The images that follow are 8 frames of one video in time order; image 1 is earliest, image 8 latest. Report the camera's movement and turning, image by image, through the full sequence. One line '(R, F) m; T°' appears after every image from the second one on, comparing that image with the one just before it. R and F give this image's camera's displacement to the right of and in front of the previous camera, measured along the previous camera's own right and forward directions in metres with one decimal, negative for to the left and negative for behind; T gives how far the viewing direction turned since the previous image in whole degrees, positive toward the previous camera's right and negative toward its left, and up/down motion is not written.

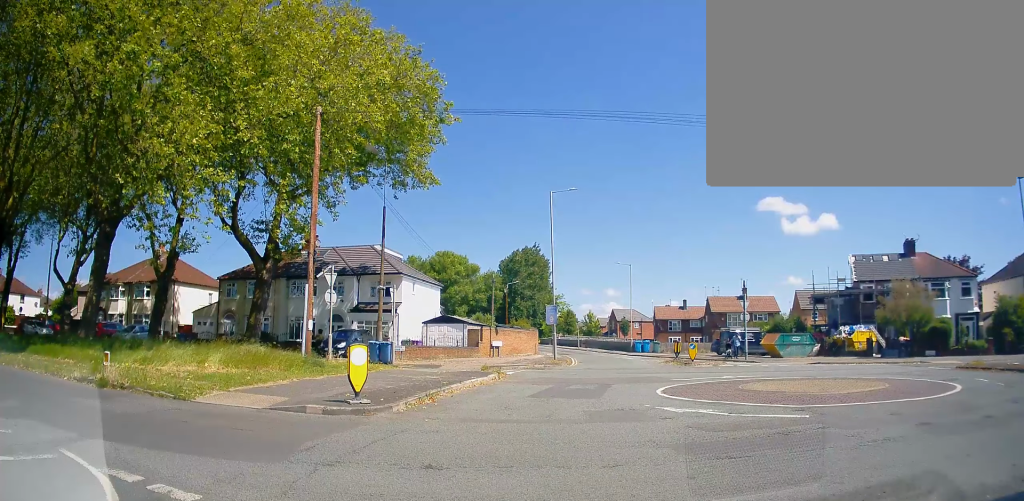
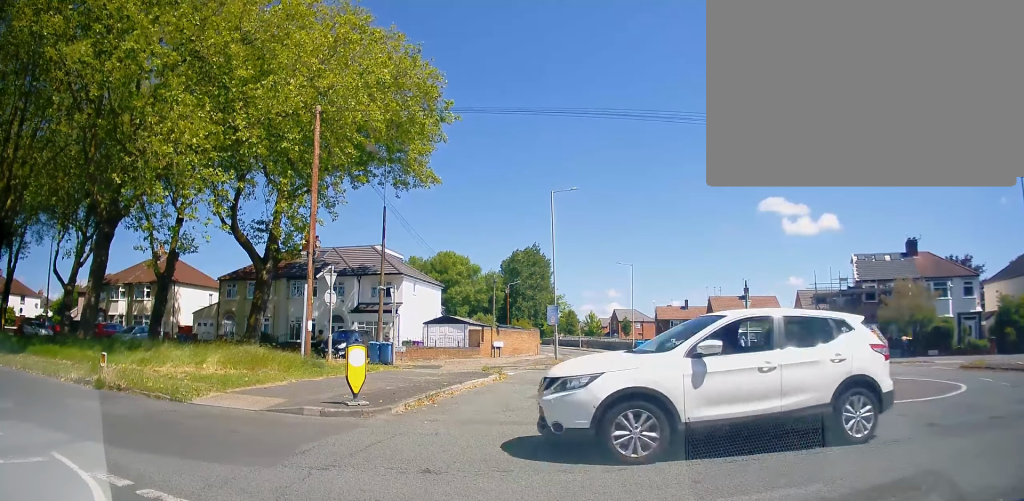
(0.0, 0.0) m; 0°
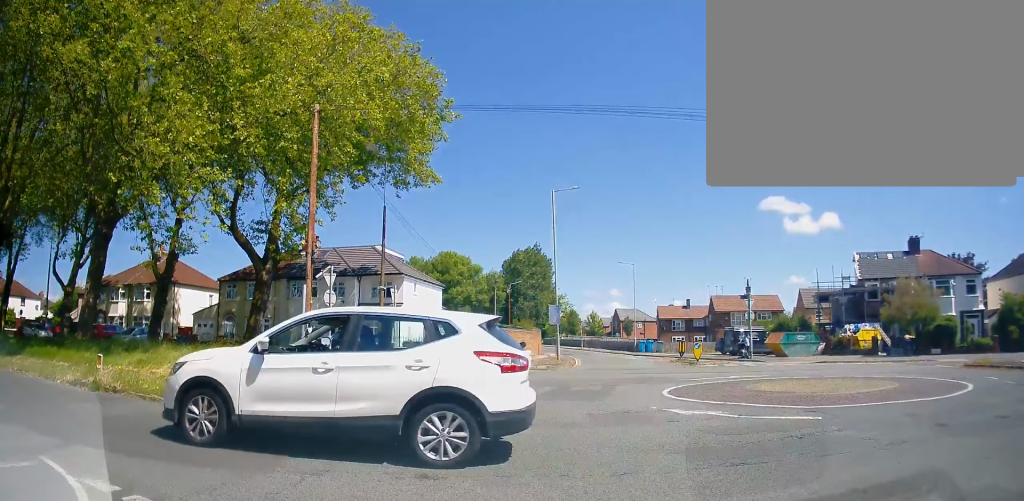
(0.0, +0.1) m; 0°
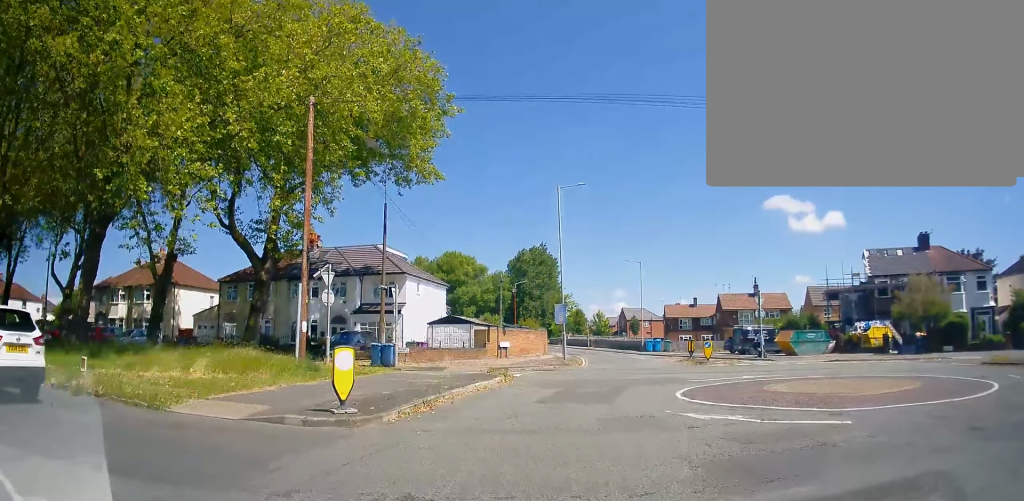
(-0.2, +0.3) m; 0°
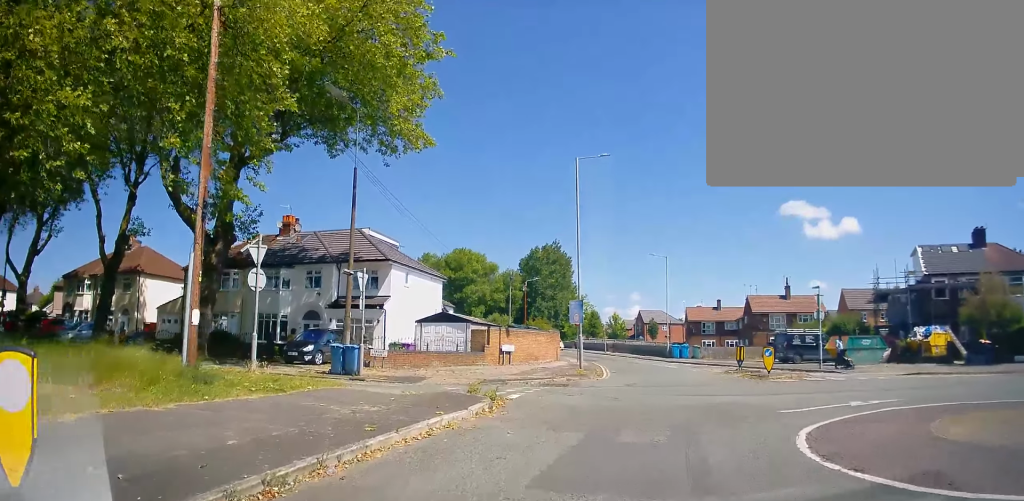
(-0.7, +4.9) m; +2°
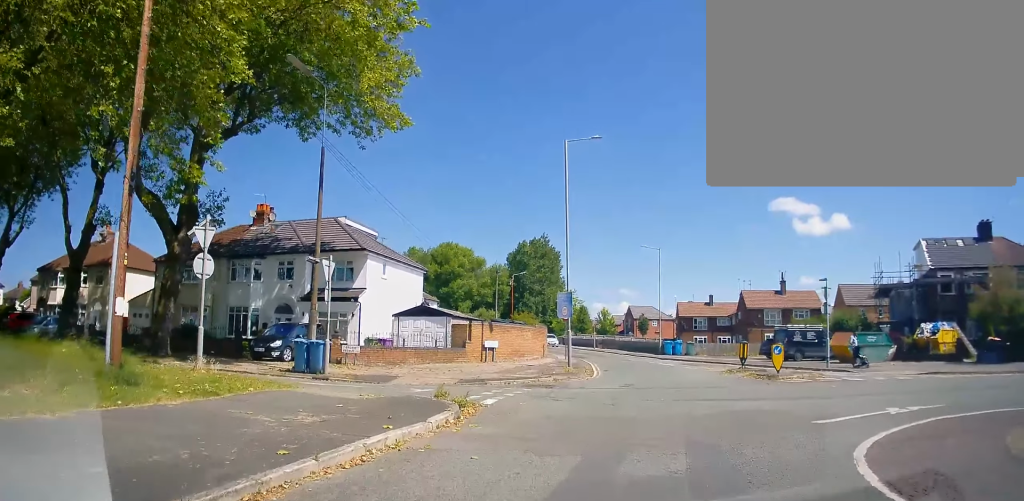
(+0.1, +1.9) m; -1°
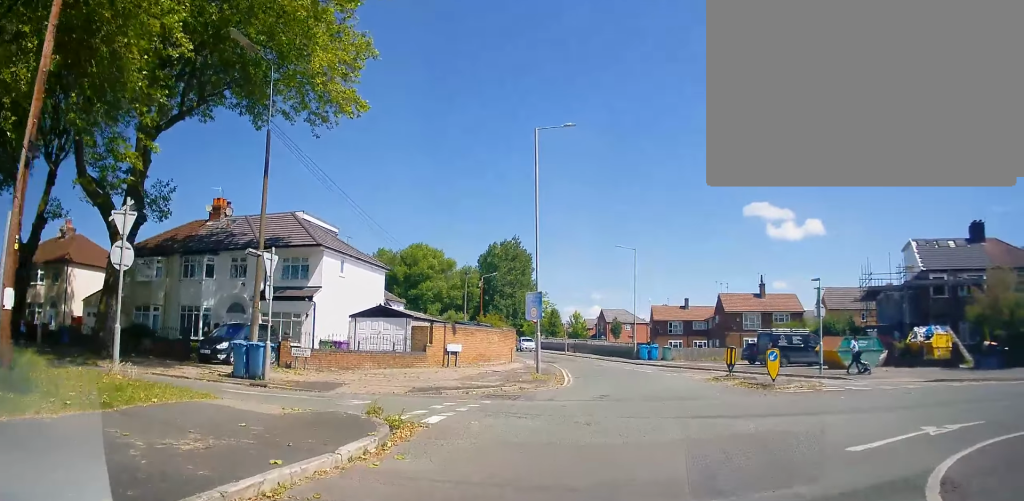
(0.0, +2.0) m; 0°
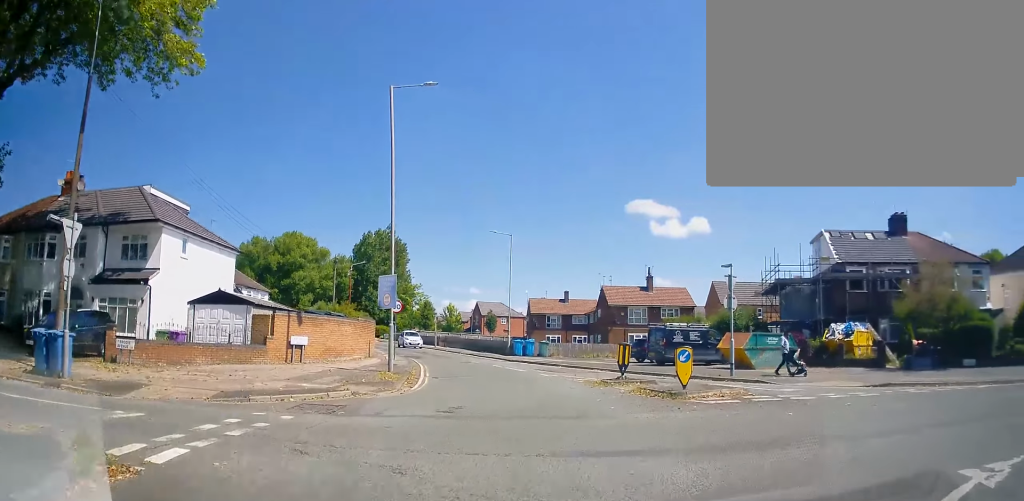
(-0.3, +3.8) m; +5°
